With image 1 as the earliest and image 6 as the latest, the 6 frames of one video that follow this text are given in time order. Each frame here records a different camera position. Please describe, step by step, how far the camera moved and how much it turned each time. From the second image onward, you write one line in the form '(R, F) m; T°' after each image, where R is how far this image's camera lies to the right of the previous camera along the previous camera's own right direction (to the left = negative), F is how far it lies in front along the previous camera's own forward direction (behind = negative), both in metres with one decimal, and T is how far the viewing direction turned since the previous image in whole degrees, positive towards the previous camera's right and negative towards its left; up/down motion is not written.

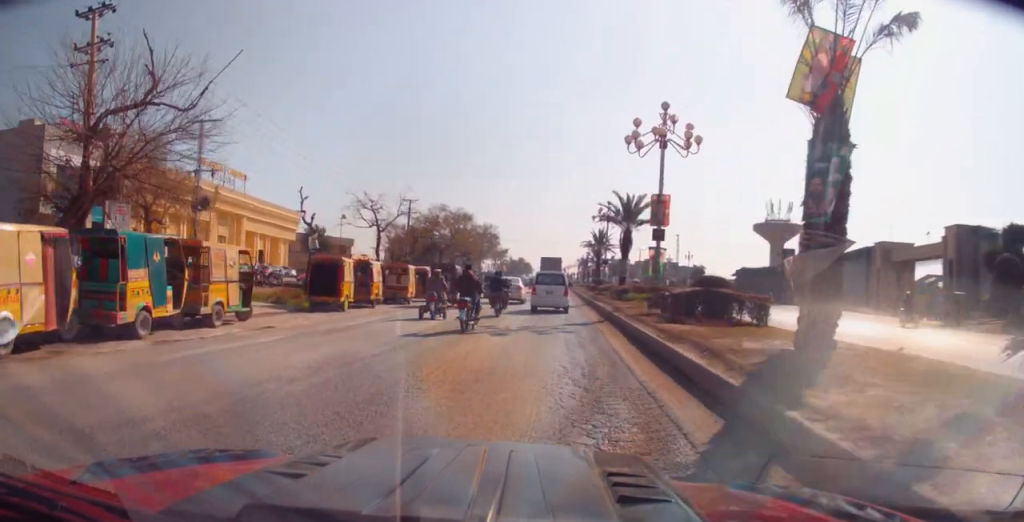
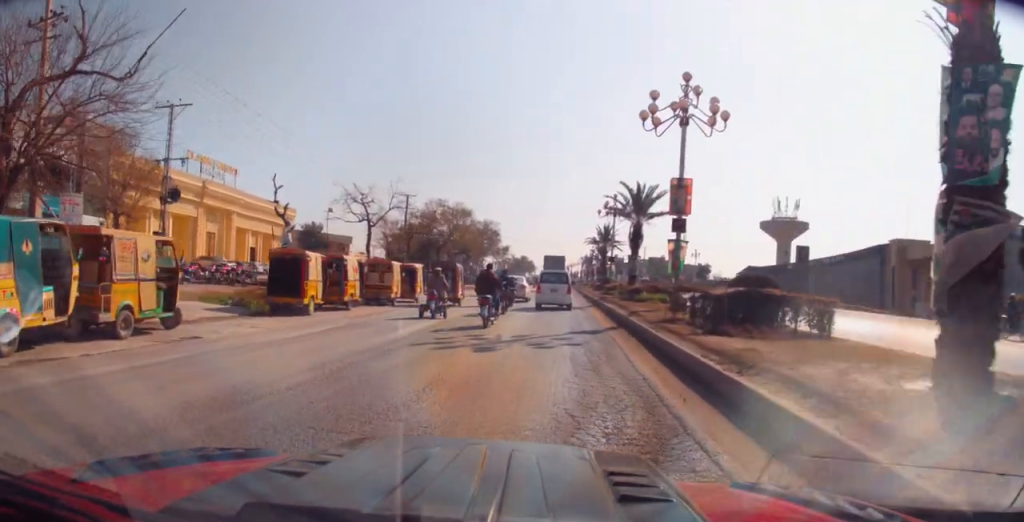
(0.0, +3.5) m; 0°
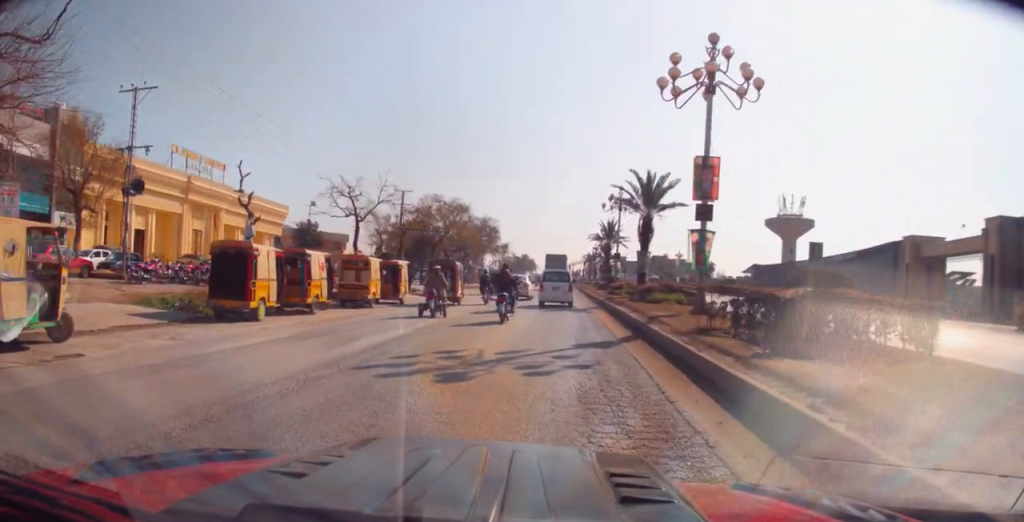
(0.0, +3.5) m; 0°
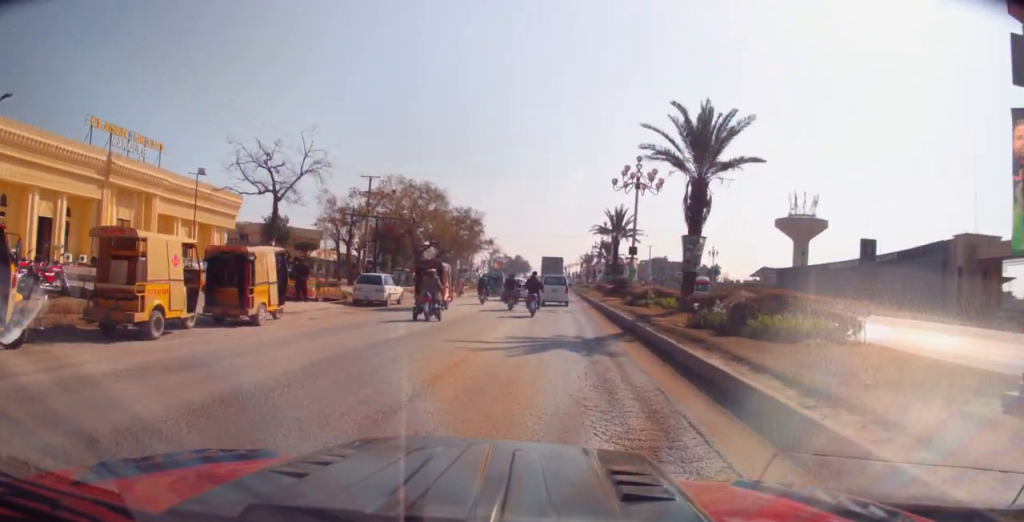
(-0.3, +13.6) m; -4°
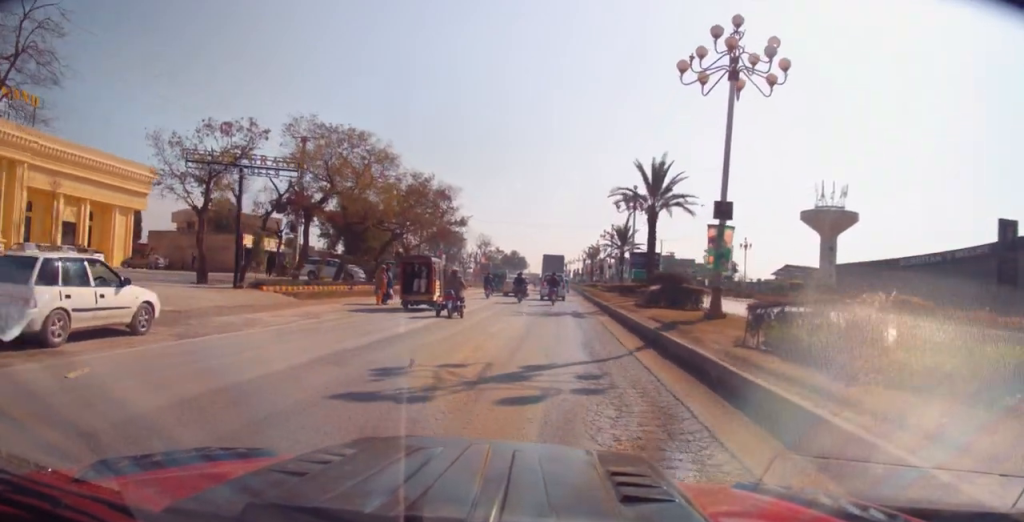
(+0.1, +19.3) m; +4°
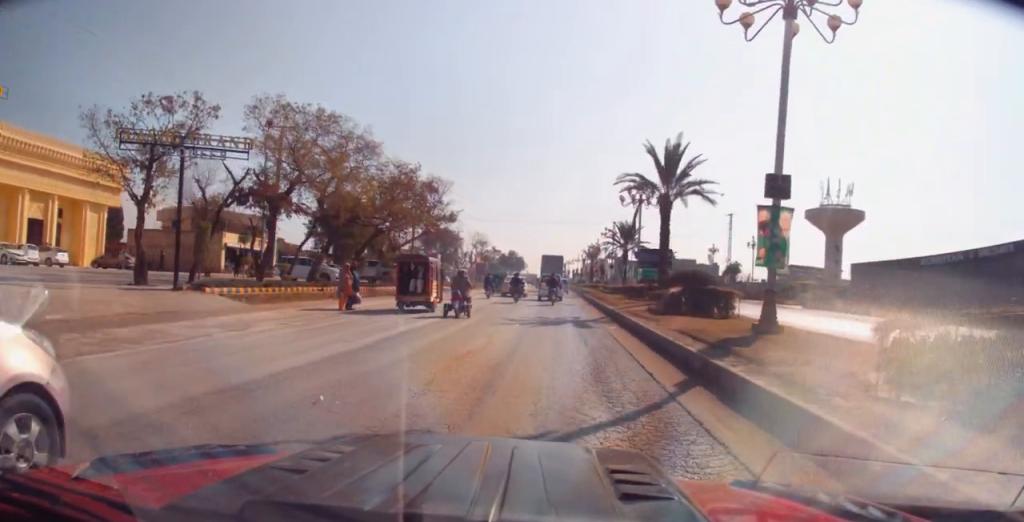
(+0.2, +4.2) m; +1°
